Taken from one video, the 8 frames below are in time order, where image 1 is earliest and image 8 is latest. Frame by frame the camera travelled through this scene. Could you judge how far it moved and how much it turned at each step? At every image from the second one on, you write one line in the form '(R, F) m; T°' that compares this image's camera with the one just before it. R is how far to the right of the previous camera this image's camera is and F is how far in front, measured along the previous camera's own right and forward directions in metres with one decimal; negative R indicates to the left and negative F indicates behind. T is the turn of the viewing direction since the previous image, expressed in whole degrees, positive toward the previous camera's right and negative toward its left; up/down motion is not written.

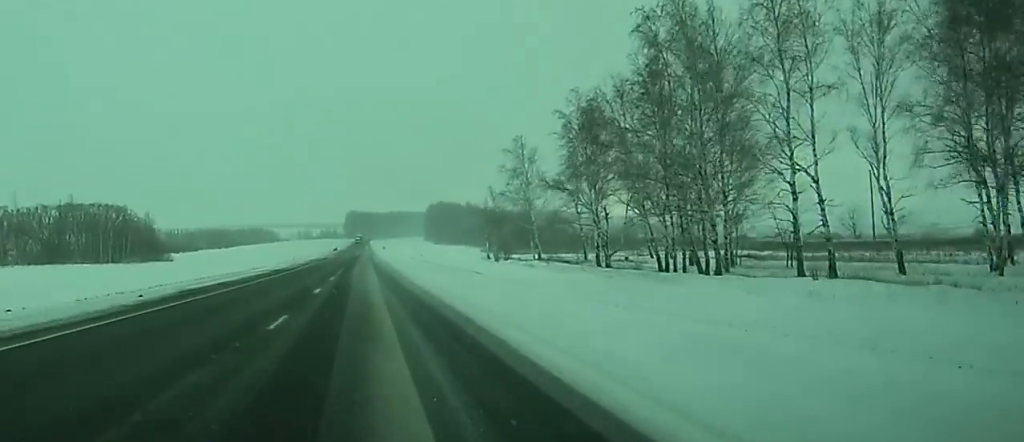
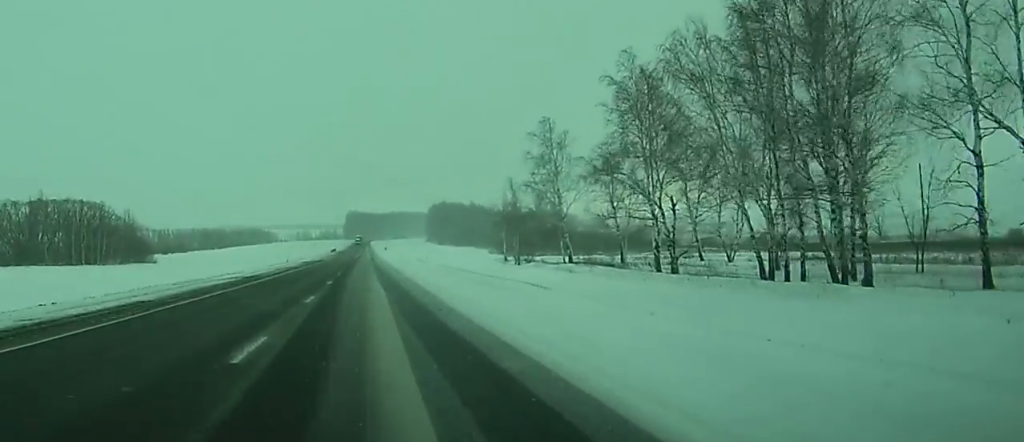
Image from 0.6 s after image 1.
(0.0, +16.2) m; 0°
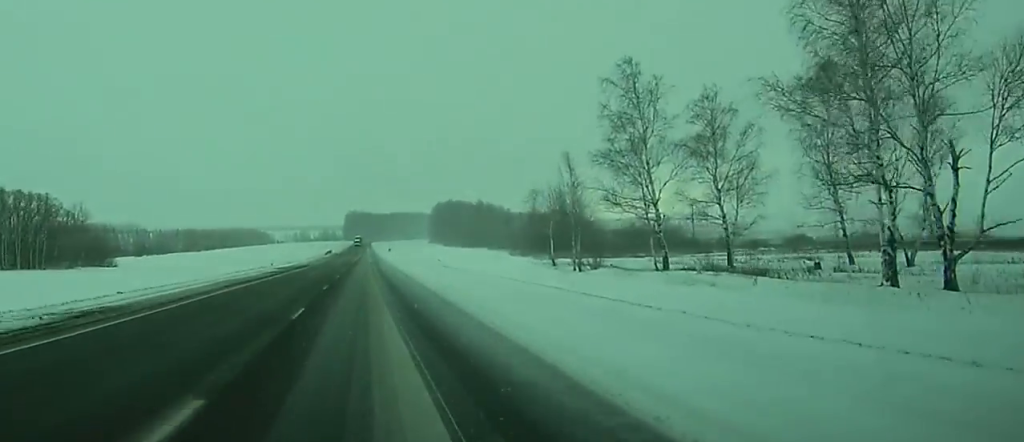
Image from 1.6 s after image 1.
(+0.1, +29.6) m; 0°
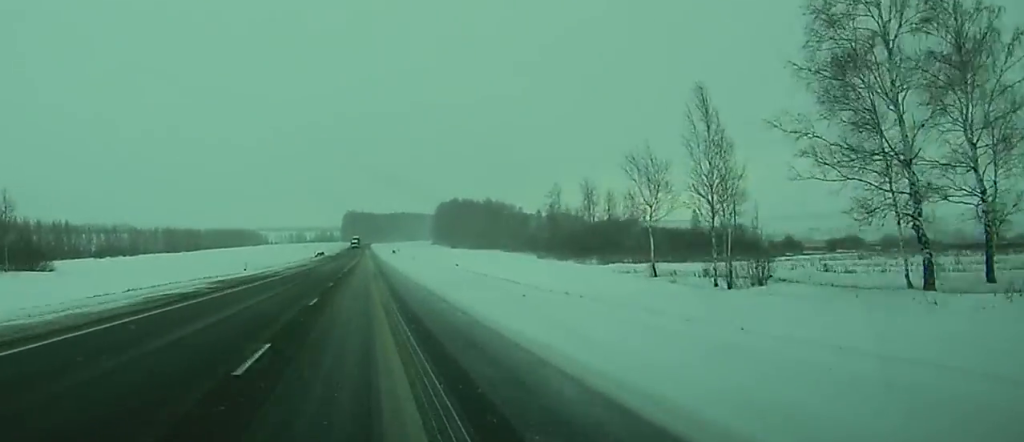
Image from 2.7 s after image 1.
(+0.1, +31.4) m; 0°
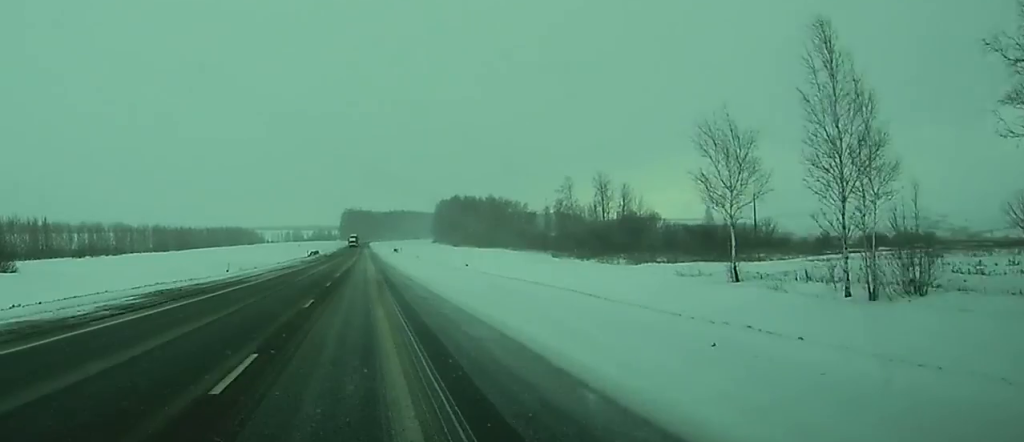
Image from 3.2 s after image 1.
(0.0, +13.3) m; 0°
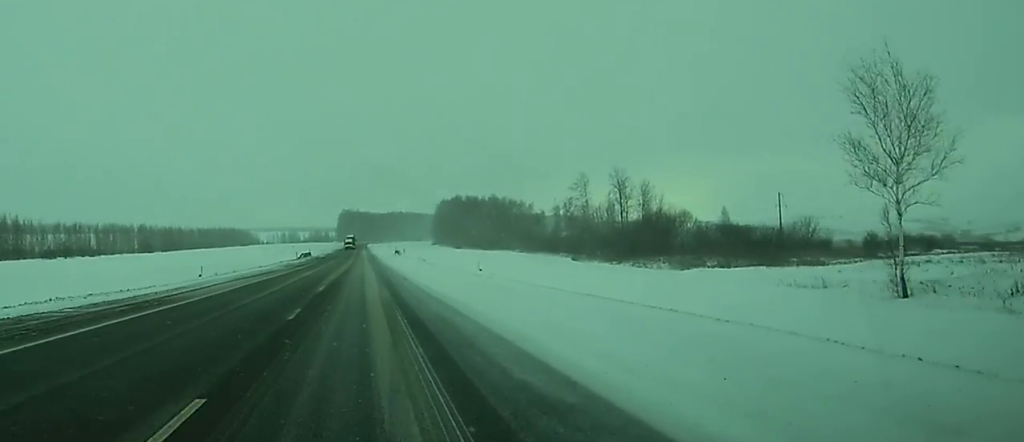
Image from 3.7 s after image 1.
(0.0, +15.1) m; 0°
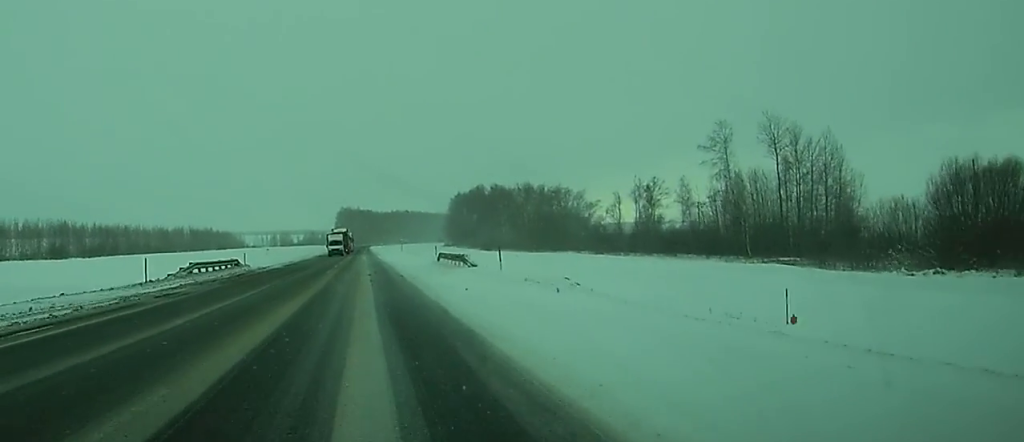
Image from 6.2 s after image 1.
(+0.2, +71.1) m; 0°
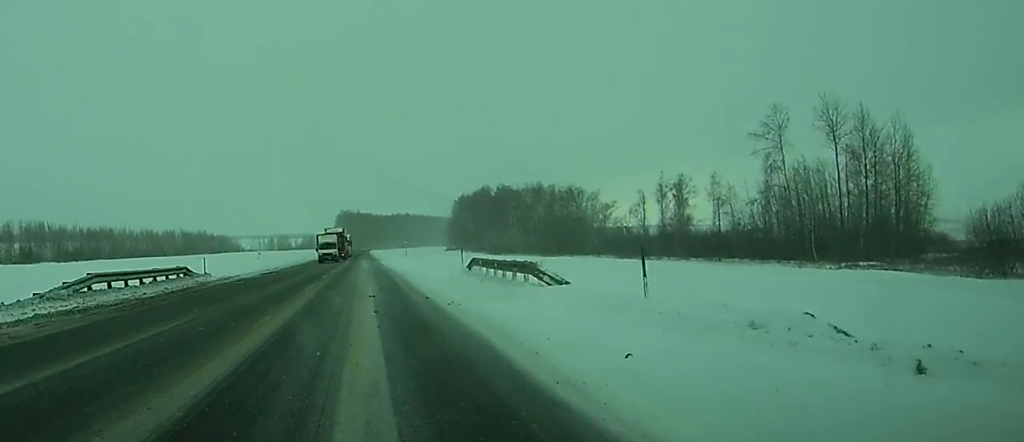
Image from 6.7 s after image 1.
(0.0, +15.2) m; 0°
